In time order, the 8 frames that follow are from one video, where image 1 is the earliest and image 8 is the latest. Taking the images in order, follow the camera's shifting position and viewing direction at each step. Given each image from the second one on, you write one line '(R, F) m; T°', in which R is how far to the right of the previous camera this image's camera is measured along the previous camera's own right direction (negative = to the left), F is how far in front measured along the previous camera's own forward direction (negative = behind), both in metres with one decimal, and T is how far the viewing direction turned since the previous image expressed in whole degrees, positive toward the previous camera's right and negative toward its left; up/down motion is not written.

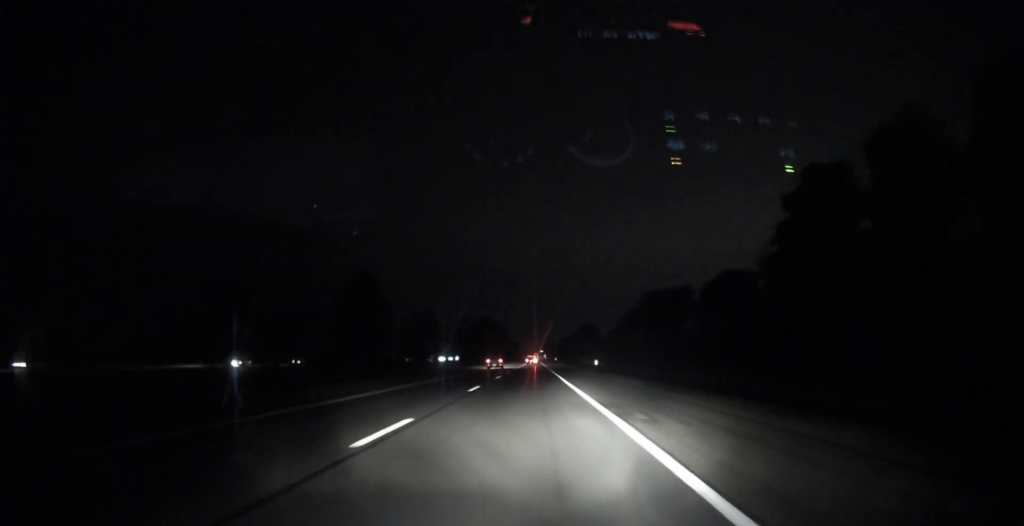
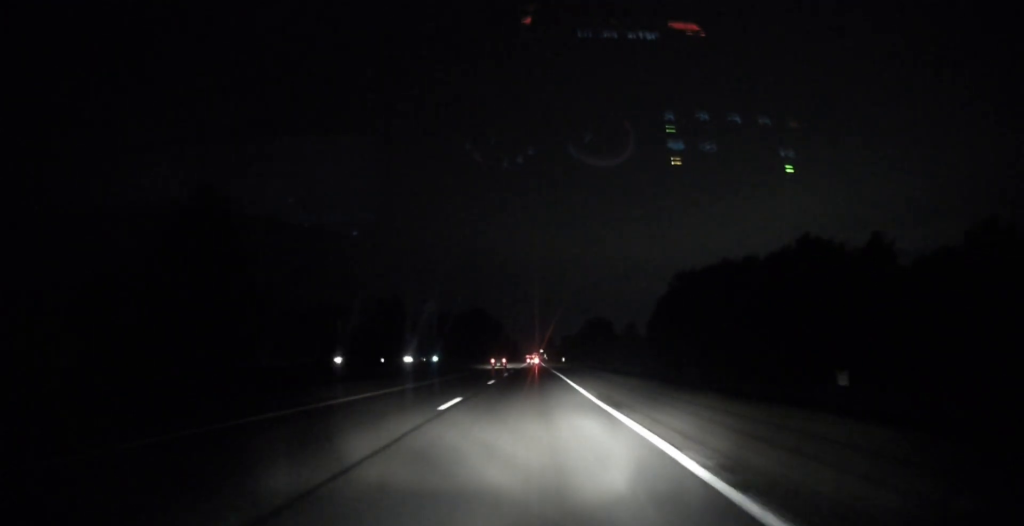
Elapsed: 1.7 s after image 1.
(-0.1, +55.1) m; 0°
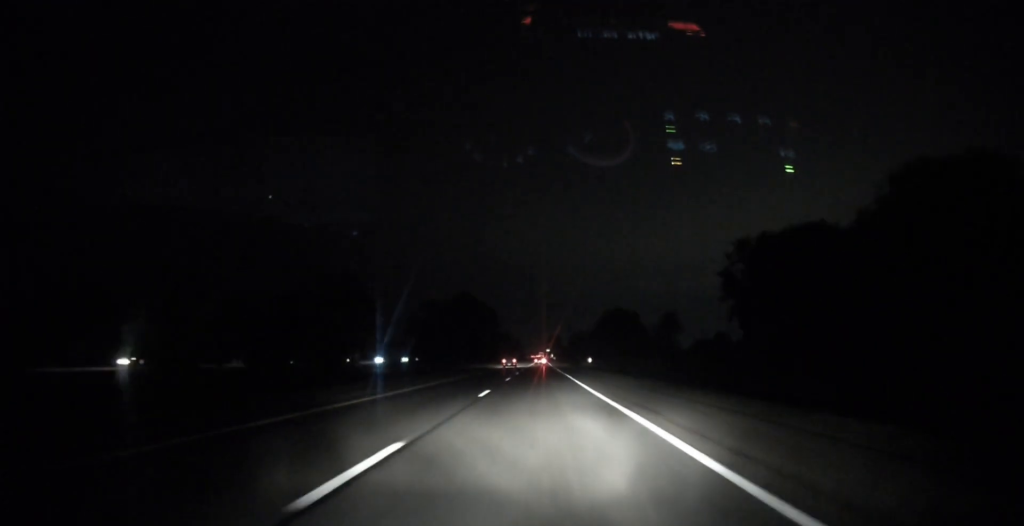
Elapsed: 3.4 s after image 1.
(0.0, +54.8) m; 0°
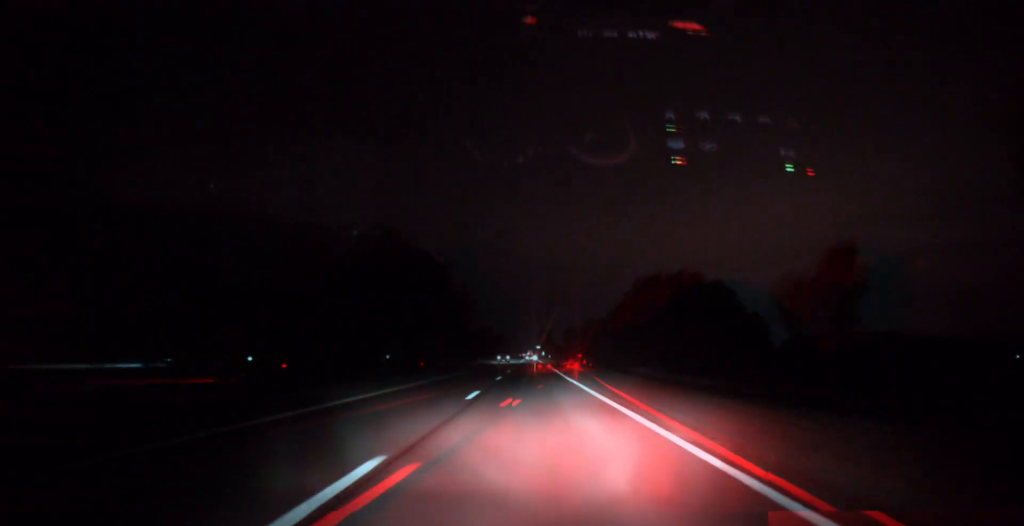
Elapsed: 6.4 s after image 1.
(+0.1, +93.0) m; 0°
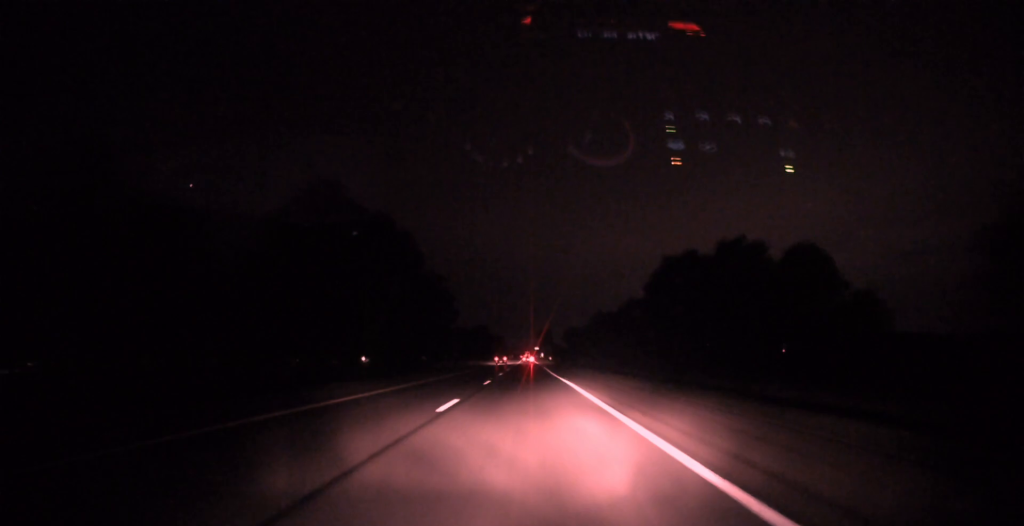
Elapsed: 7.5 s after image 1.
(+0.2, +33.6) m; 0°
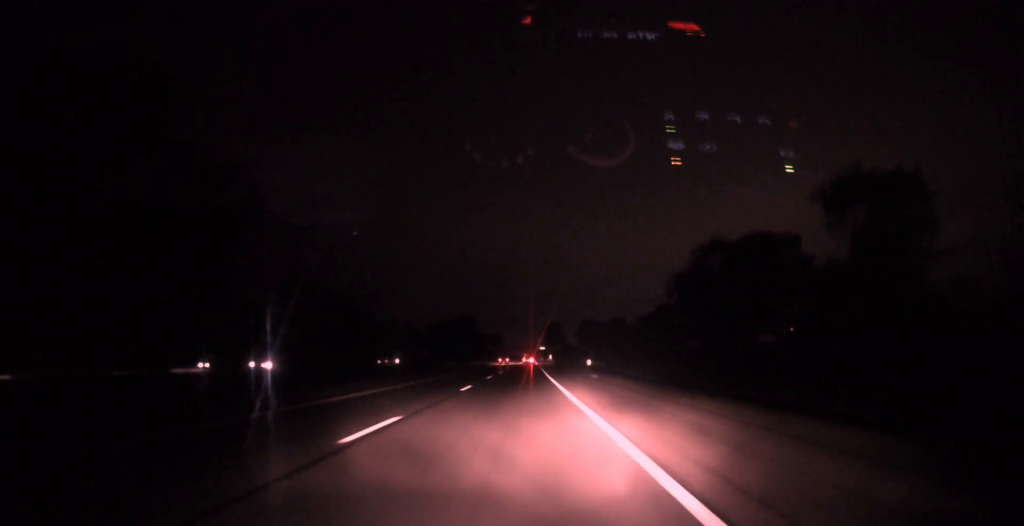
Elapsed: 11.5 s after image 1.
(-0.3, +125.8) m; 0°
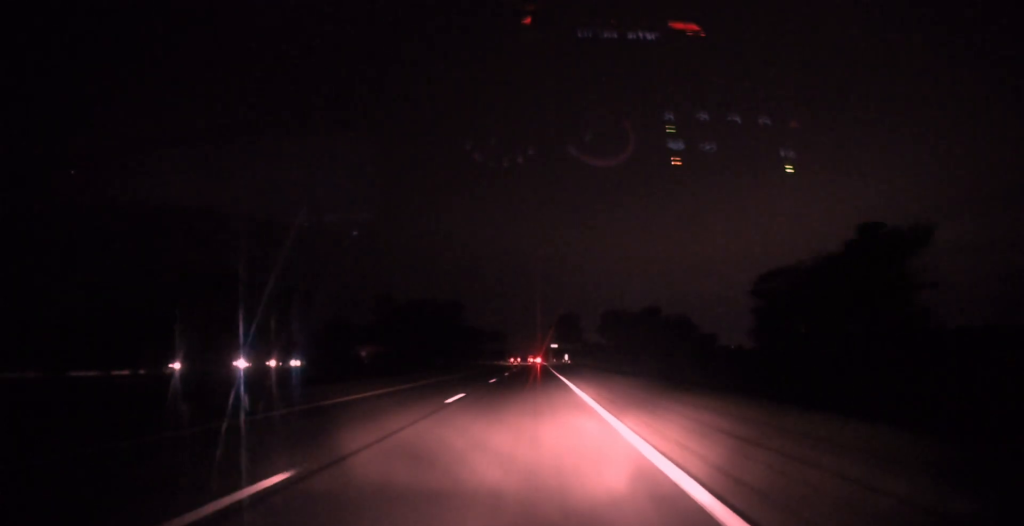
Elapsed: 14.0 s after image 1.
(-0.2, +81.8) m; 0°
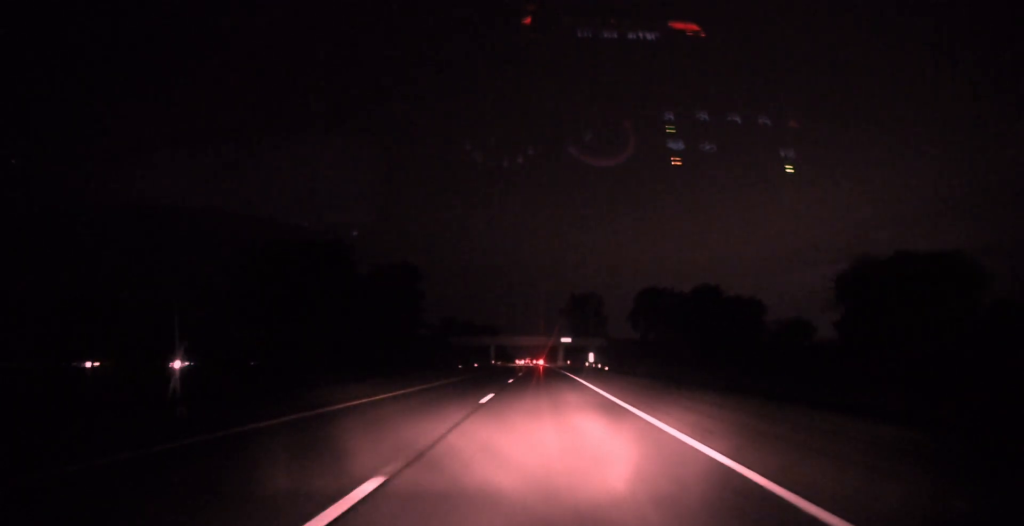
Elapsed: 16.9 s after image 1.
(+0.2, +90.5) m; 0°
